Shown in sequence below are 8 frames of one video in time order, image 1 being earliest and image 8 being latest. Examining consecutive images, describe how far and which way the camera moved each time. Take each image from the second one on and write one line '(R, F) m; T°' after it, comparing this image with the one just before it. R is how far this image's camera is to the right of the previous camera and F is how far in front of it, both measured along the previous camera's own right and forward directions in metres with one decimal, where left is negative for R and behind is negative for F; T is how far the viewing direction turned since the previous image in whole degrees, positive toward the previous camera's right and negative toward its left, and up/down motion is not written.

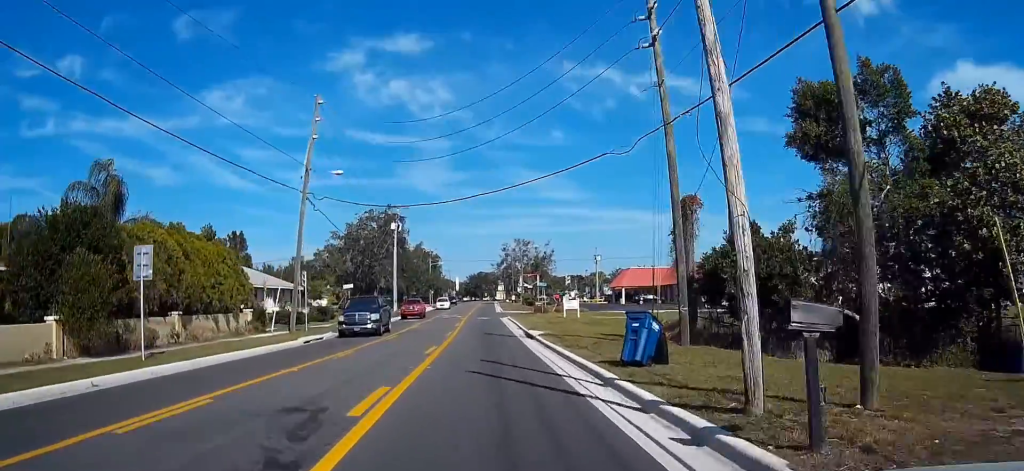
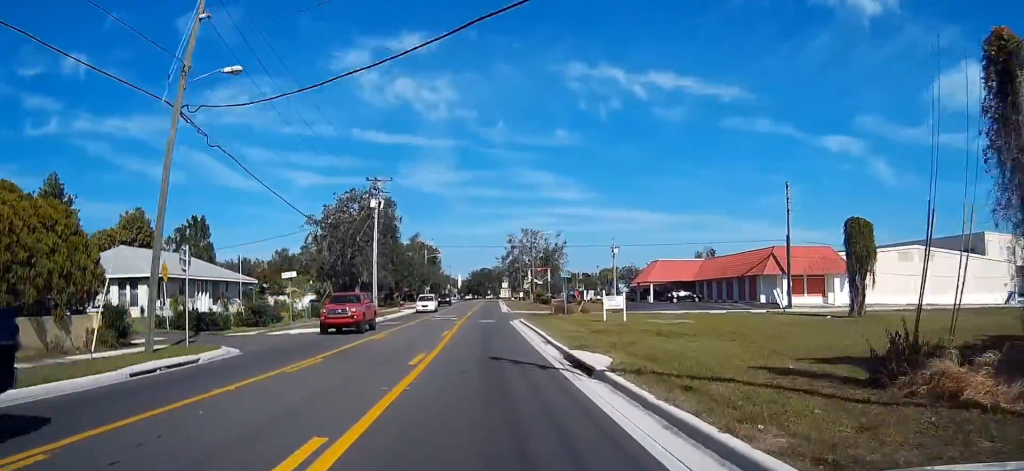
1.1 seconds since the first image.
(+0.1, +16.8) m; -1°
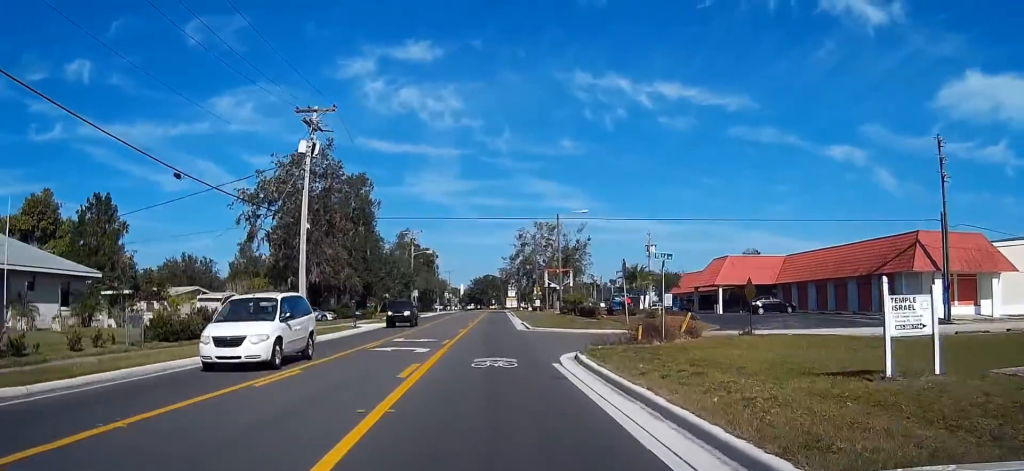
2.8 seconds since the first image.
(-0.6, +26.4) m; -2°
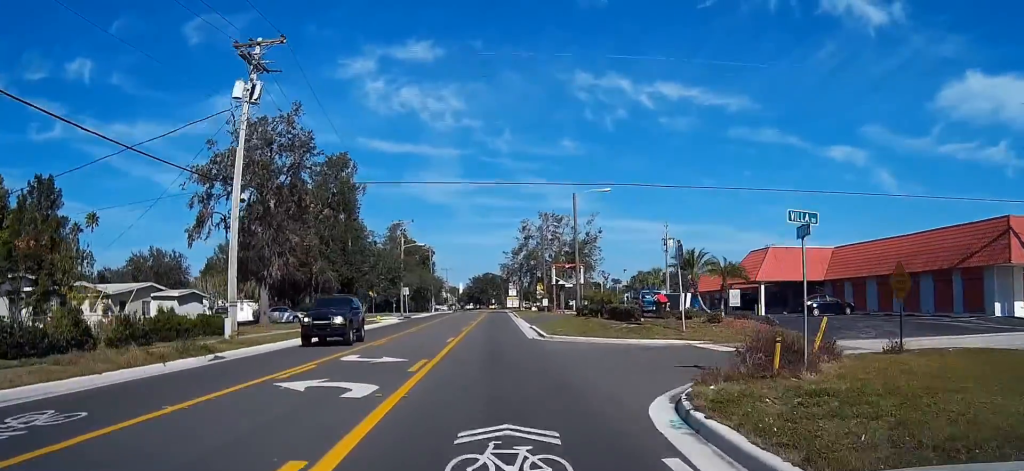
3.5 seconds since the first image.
(-0.1, +10.6) m; 0°
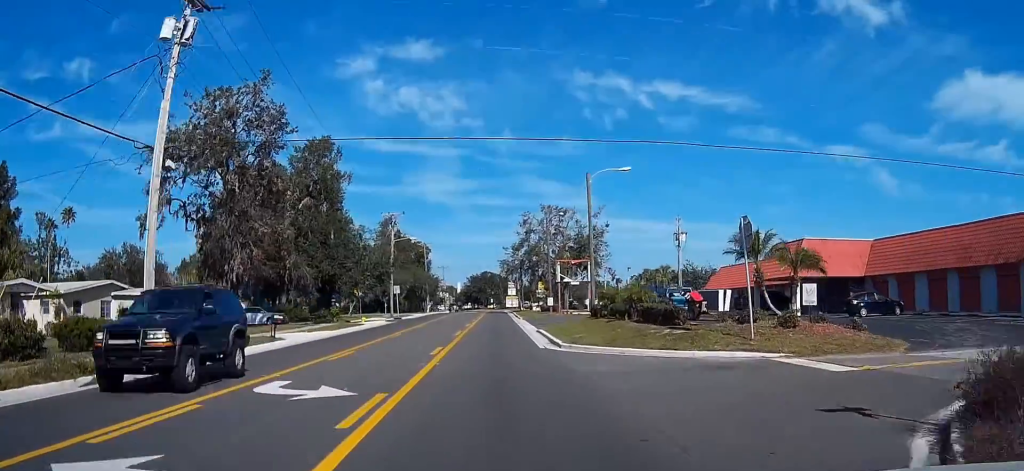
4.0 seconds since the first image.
(-0.1, +7.1) m; 0°
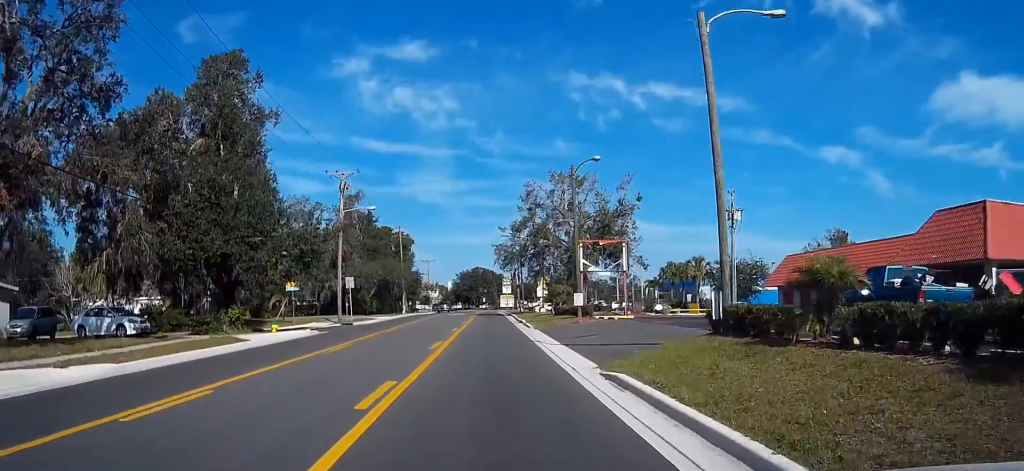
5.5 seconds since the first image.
(+0.7, +22.6) m; +3°
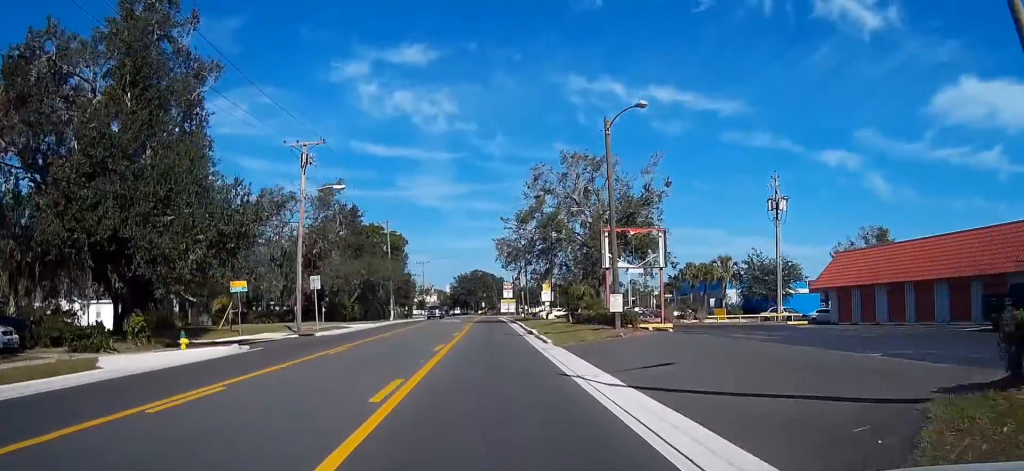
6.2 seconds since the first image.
(+0.1, +11.1) m; +1°
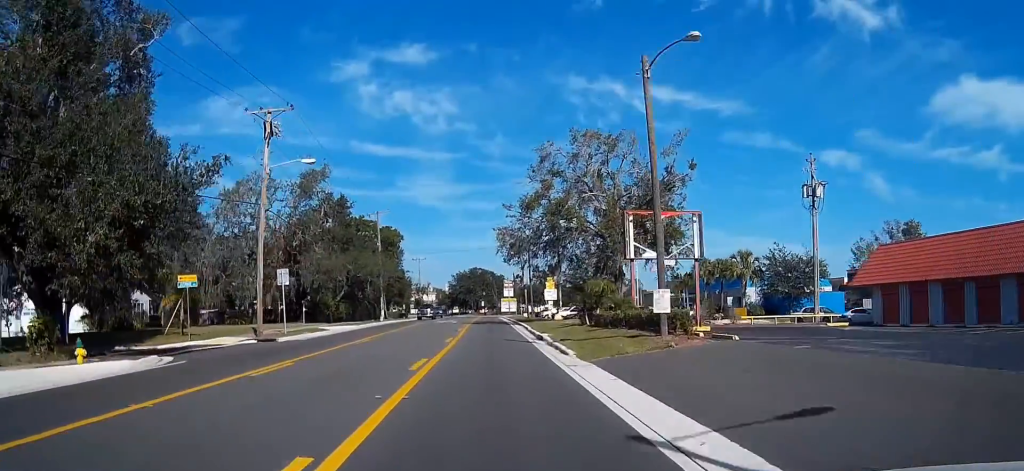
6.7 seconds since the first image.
(0.0, +7.1) m; 0°
